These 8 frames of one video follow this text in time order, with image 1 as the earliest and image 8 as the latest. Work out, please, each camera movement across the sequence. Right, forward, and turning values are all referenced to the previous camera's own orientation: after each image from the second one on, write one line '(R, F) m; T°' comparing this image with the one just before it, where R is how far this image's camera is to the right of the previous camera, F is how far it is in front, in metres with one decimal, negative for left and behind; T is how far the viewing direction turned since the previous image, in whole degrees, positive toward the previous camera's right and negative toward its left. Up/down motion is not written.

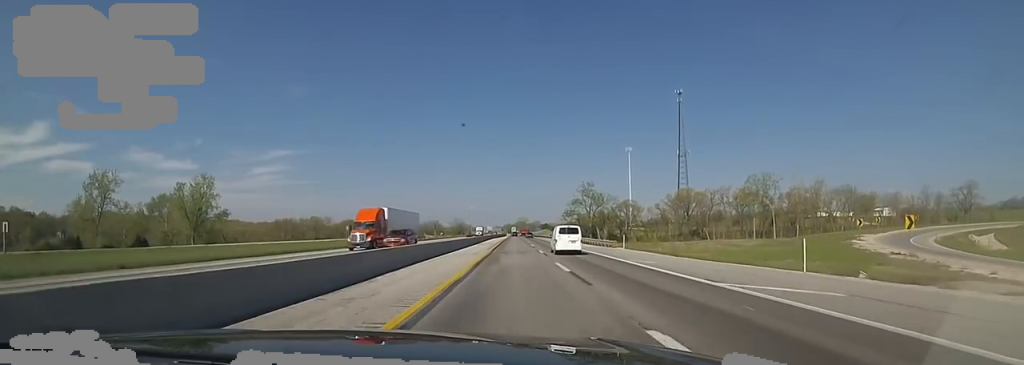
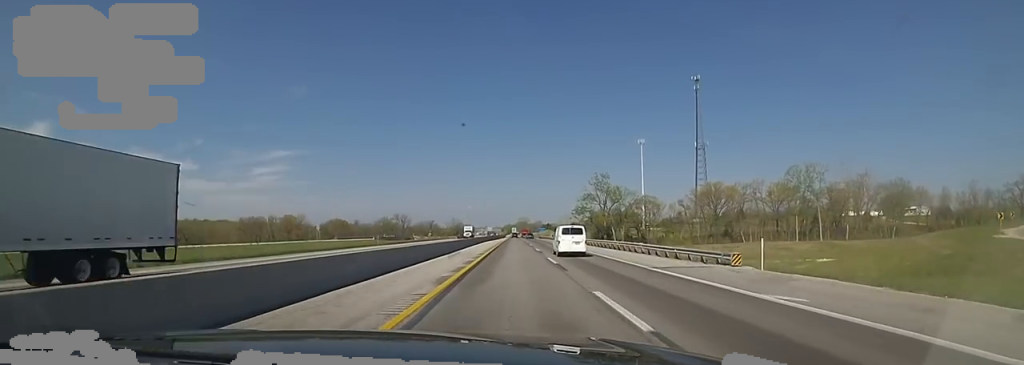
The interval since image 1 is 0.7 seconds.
(-0.2, +27.1) m; +1°
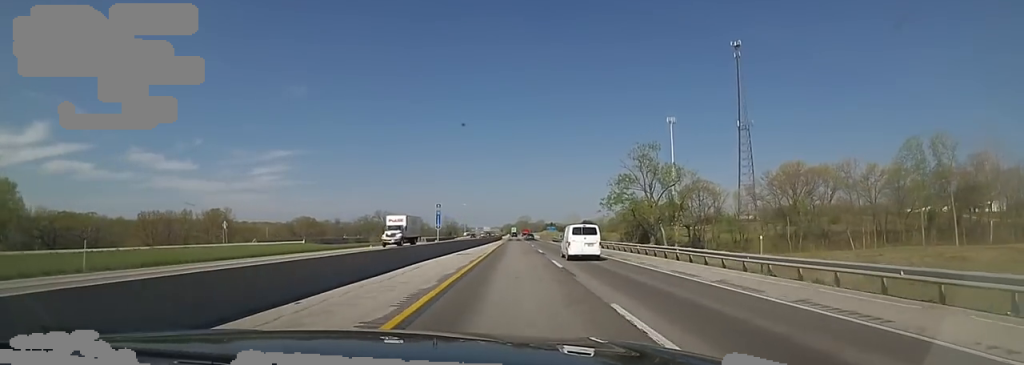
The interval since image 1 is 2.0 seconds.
(+1.2, +49.2) m; 0°
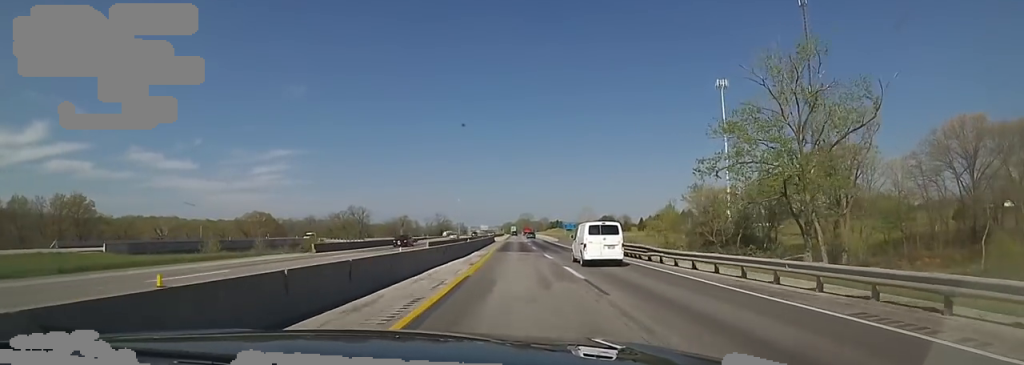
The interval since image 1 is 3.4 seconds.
(-2.0, +49.4) m; -2°
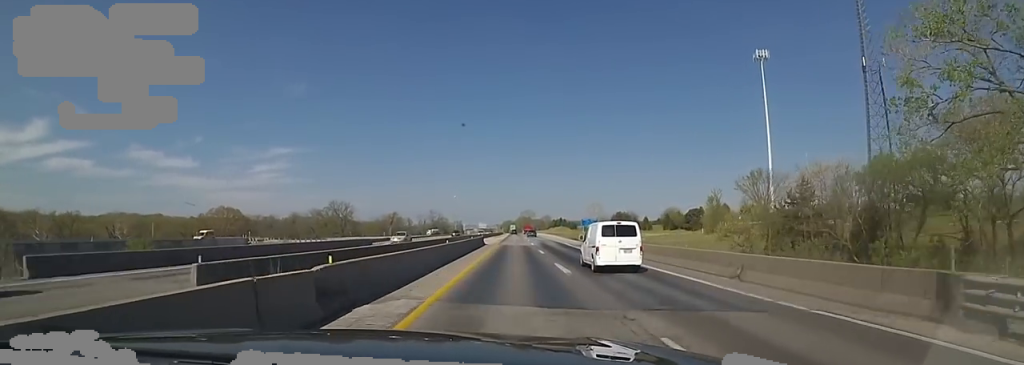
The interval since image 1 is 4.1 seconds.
(-0.1, +24.7) m; +1°
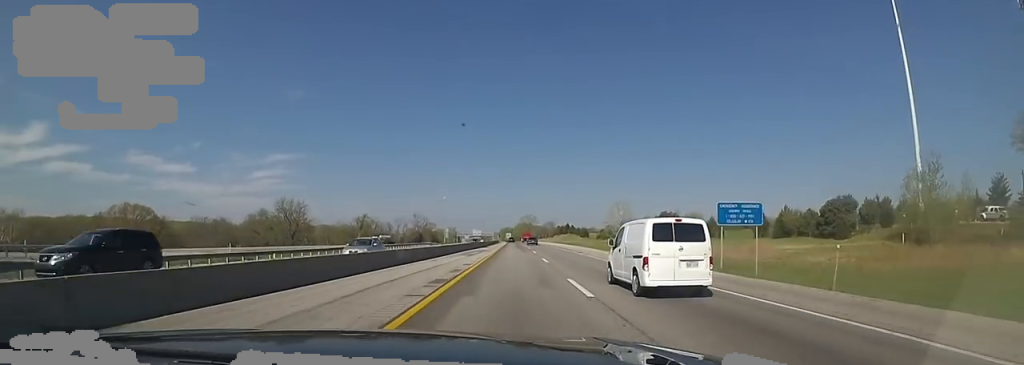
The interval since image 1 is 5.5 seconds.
(+0.3, +48.8) m; +1°
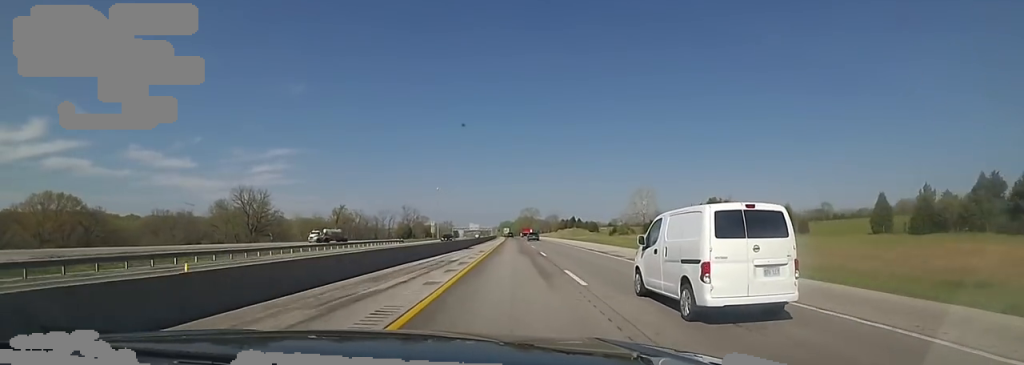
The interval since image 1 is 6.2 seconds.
(-0.1, +27.6) m; +1°
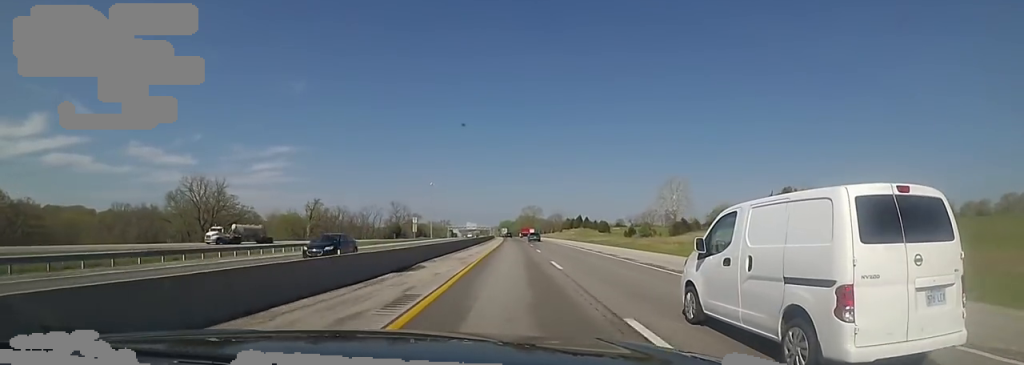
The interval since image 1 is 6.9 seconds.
(+0.9, +24.7) m; 0°
